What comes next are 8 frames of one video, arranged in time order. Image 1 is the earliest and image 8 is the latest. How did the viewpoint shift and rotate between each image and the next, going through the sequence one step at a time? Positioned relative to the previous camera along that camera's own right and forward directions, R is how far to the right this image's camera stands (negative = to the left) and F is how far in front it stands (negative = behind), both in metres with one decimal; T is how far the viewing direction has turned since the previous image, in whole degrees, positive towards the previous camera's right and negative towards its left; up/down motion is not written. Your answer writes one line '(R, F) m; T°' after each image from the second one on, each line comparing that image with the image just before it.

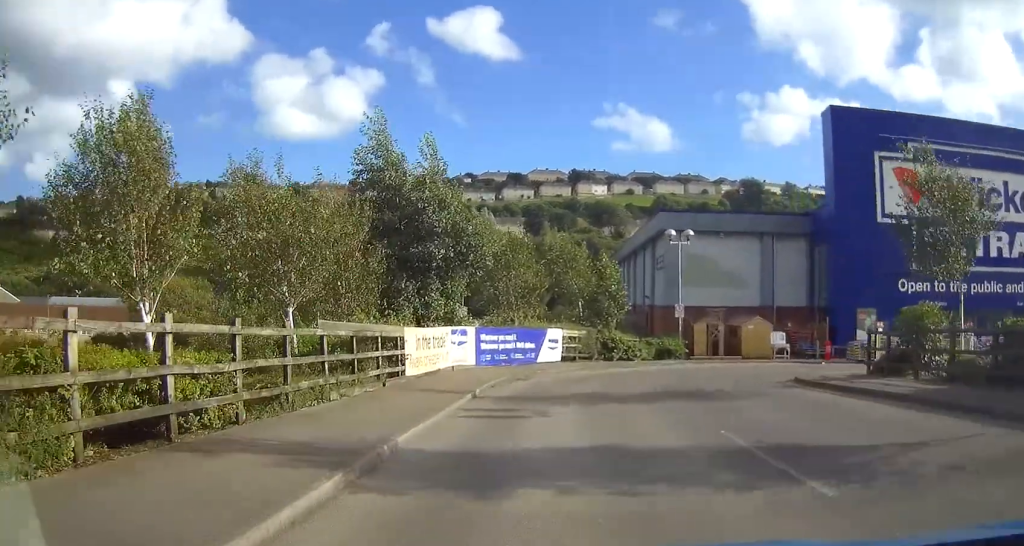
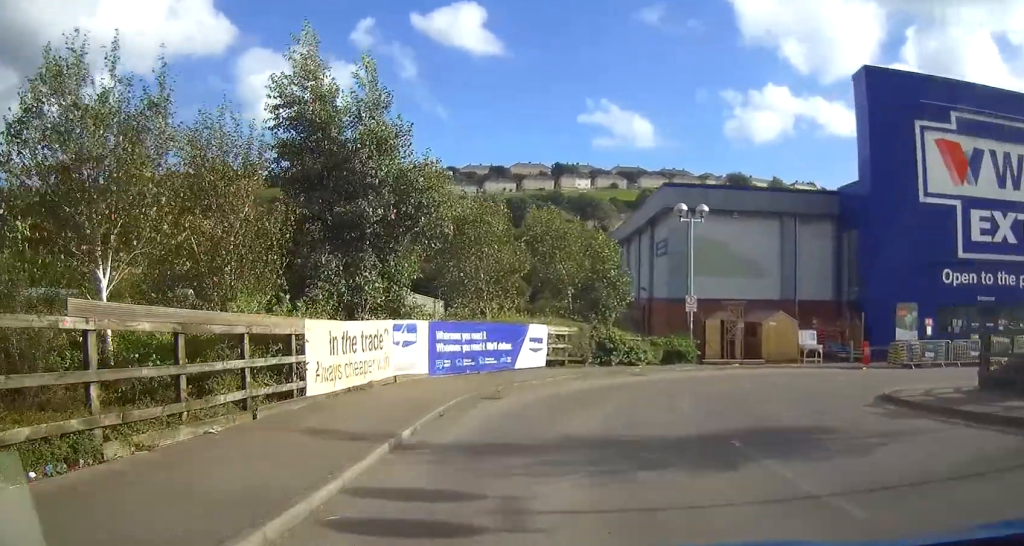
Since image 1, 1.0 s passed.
(+0.2, +7.3) m; +3°
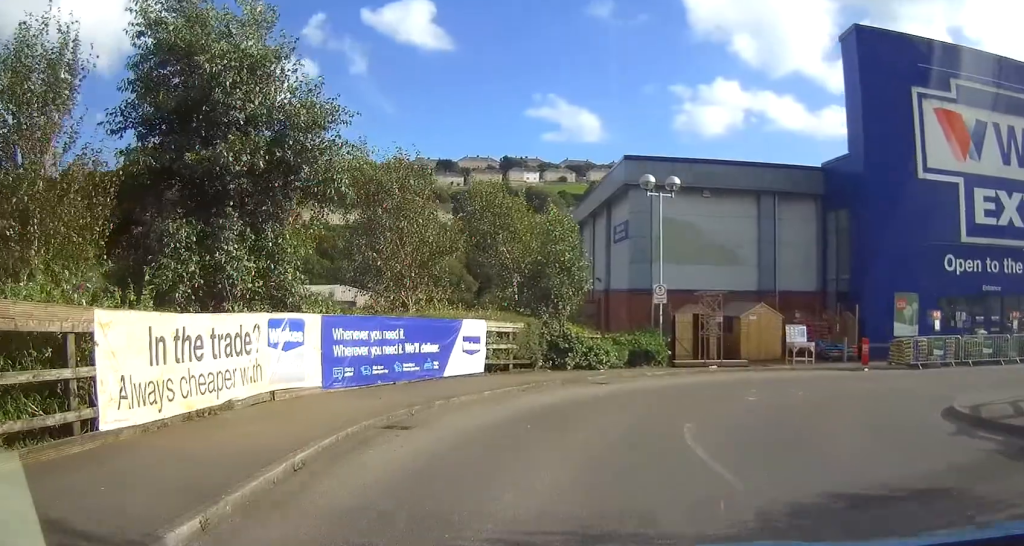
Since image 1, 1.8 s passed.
(+0.1, +5.2) m; +2°
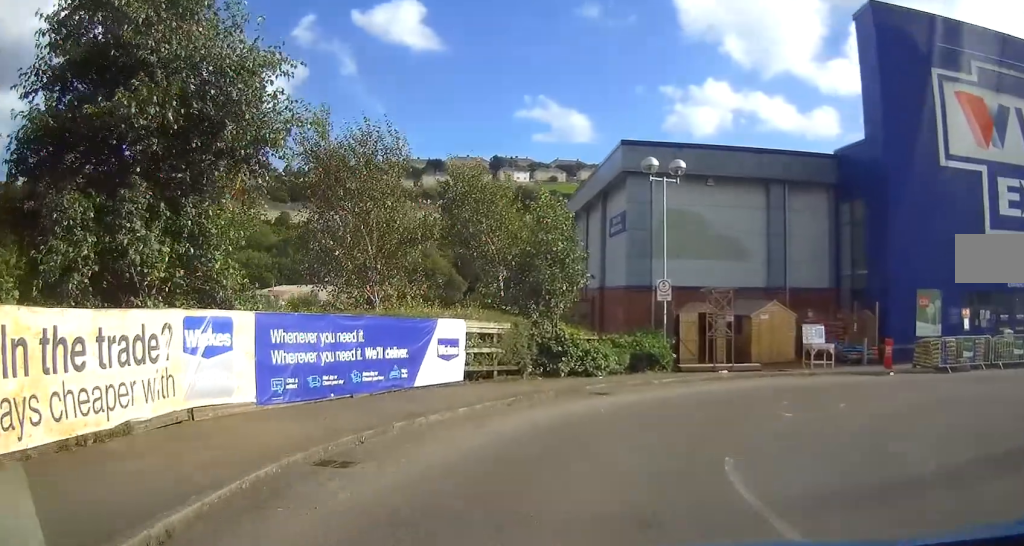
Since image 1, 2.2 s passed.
(0.0, +3.0) m; +2°
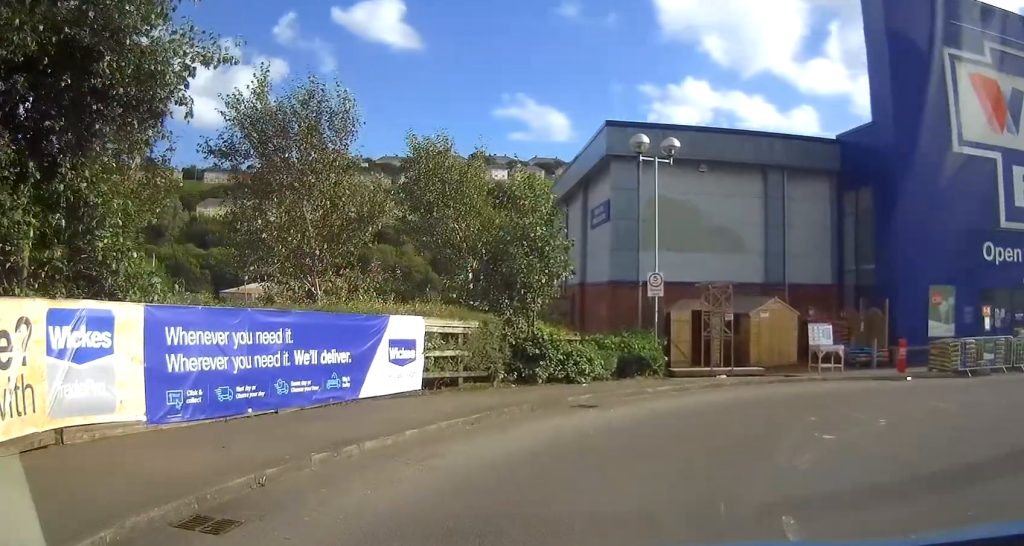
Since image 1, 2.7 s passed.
(0.0, +2.7) m; +4°
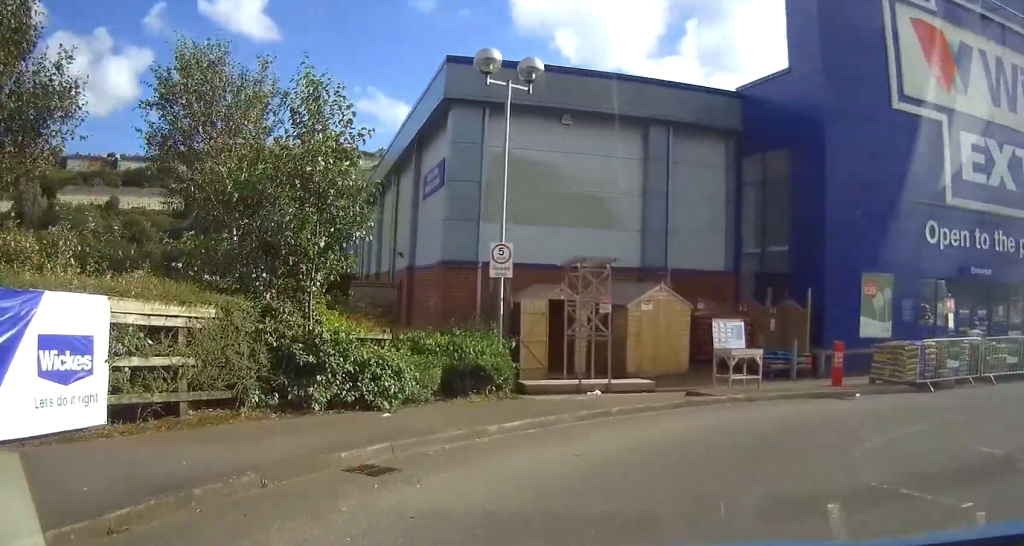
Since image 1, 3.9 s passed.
(+0.6, +6.5) m; +14°
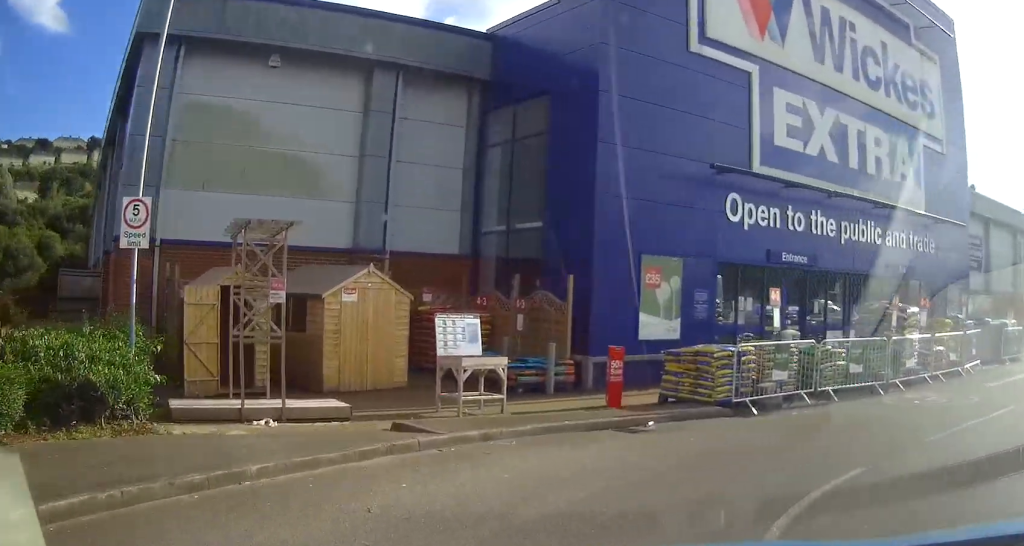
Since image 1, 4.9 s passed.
(+0.7, +5.2) m; +17°
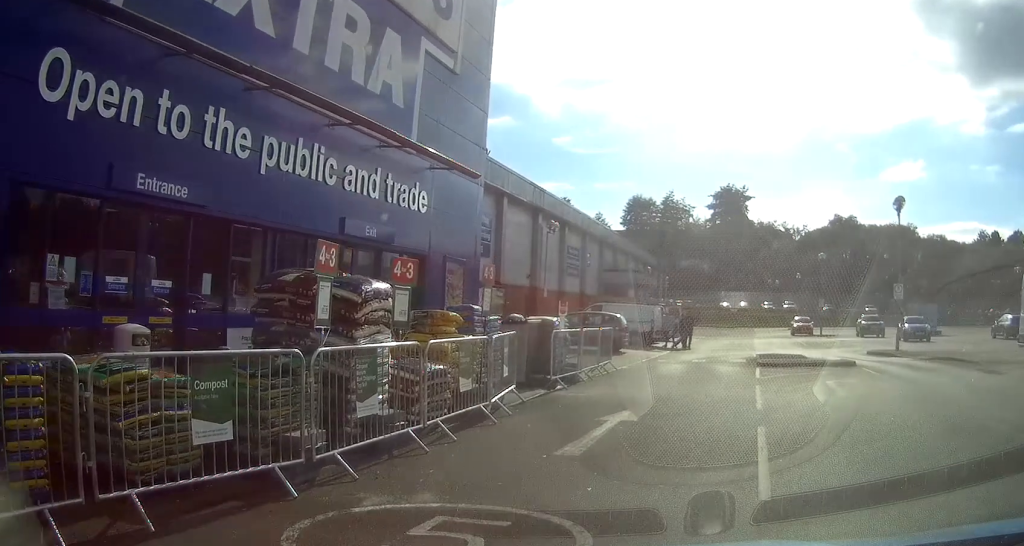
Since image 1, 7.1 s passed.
(+2.4, +9.3) m; +18°
